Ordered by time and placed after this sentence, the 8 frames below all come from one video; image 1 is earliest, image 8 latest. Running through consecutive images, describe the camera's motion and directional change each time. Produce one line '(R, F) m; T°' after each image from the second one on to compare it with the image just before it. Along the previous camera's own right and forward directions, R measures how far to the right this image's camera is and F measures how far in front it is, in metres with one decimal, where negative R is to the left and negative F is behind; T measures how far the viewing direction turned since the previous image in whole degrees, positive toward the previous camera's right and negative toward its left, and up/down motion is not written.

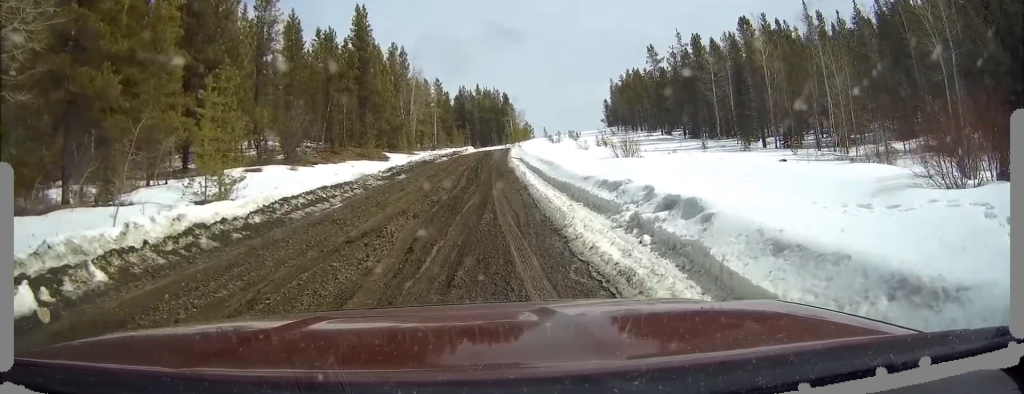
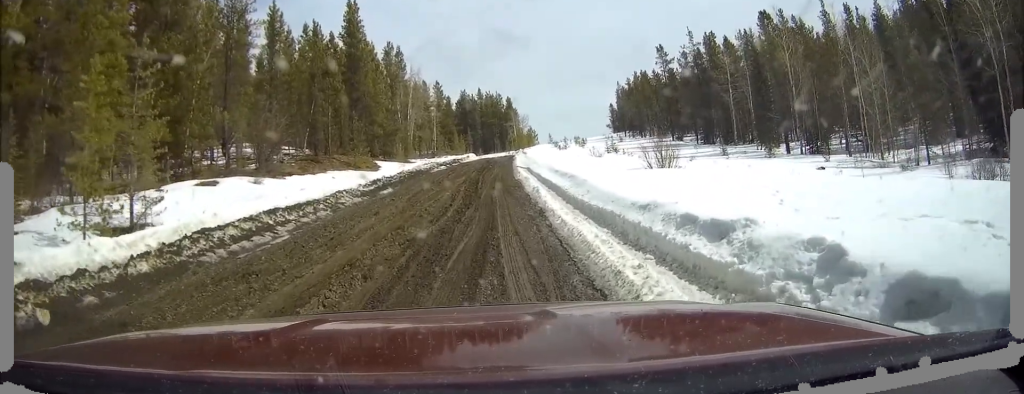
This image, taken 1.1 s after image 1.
(-0.3, +5.7) m; -1°
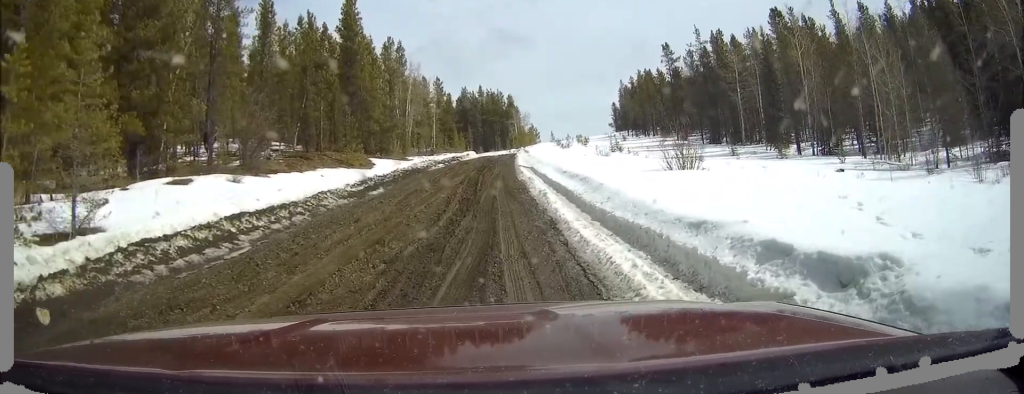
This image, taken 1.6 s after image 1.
(+0.1, +2.6) m; +2°
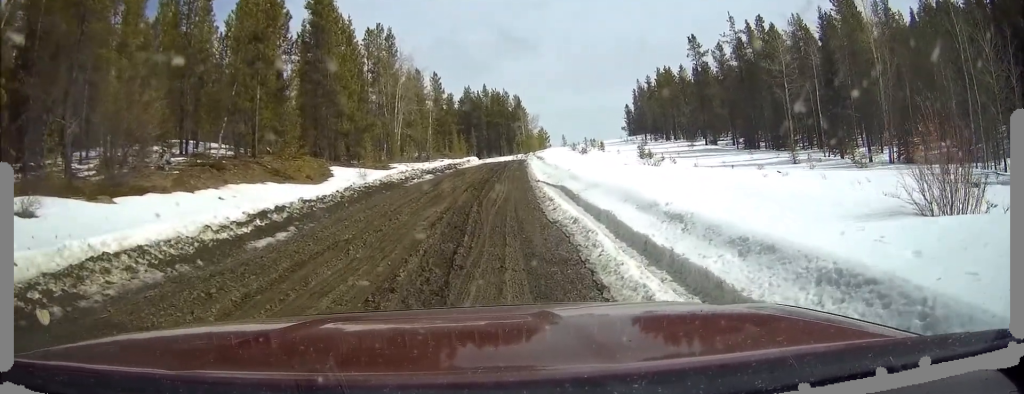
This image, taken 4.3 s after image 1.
(+0.5, +13.5) m; +3°
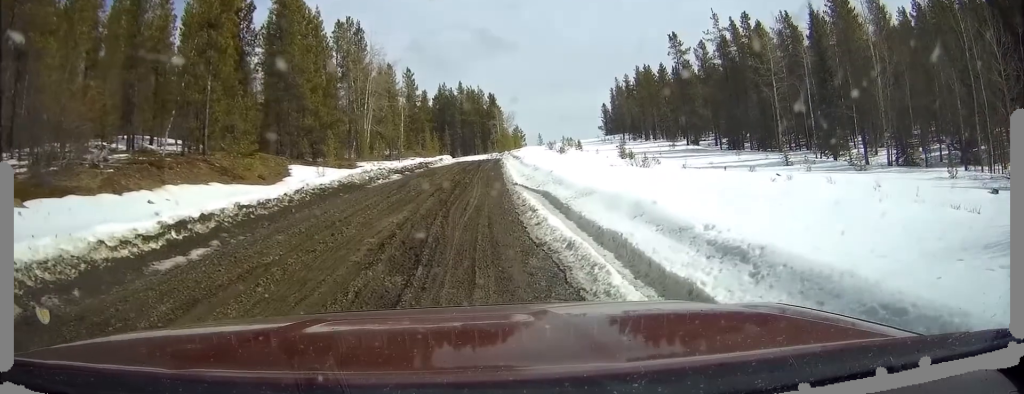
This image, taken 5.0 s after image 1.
(0.0, +3.3) m; 0°
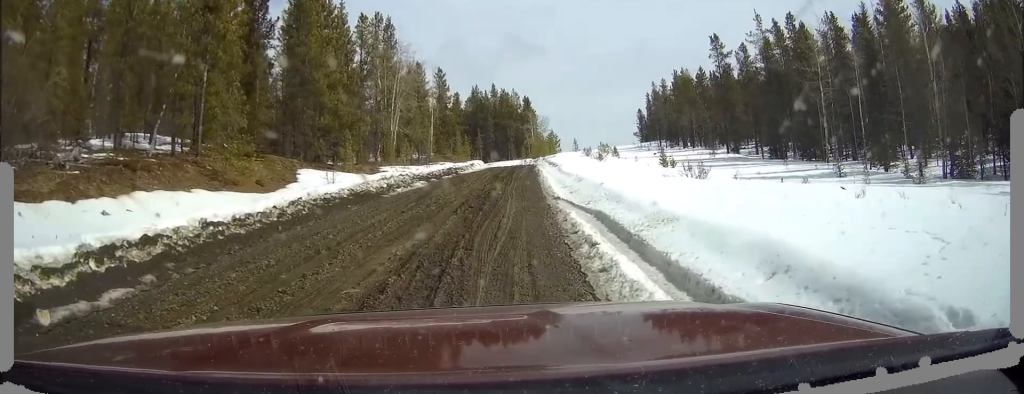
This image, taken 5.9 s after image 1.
(0.0, +3.9) m; -3°
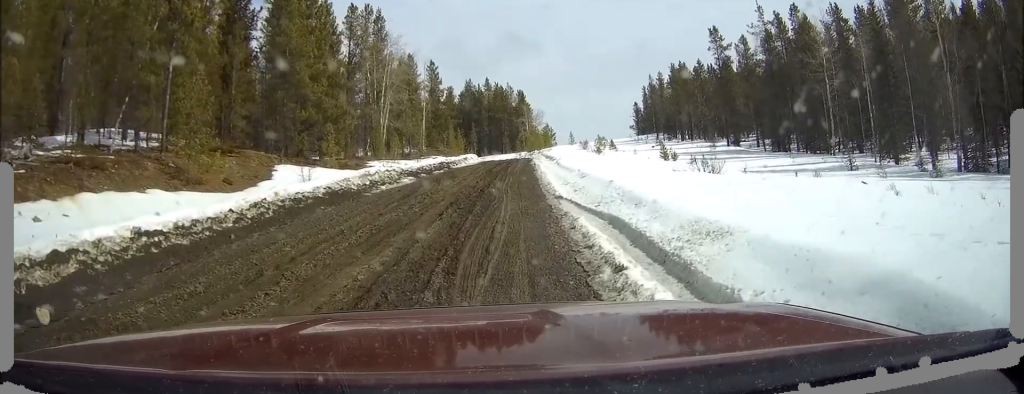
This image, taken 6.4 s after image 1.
(-0.1, +2.5) m; -2°
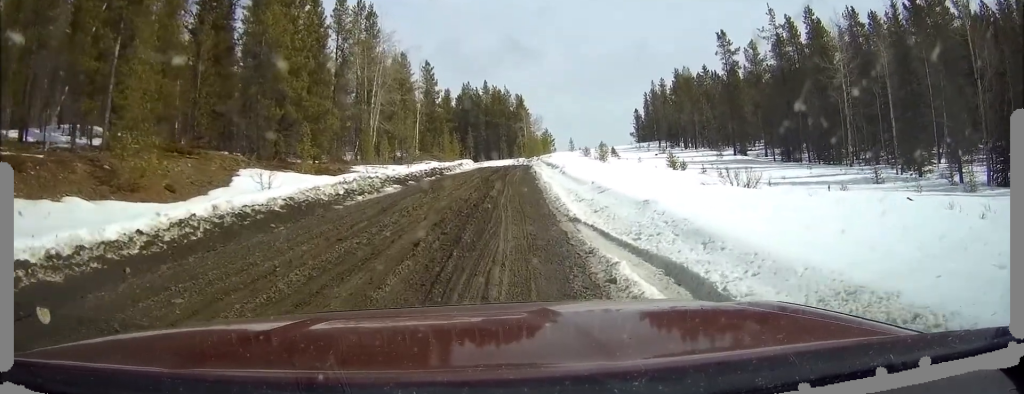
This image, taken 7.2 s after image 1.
(-0.1, +3.8) m; -2°
